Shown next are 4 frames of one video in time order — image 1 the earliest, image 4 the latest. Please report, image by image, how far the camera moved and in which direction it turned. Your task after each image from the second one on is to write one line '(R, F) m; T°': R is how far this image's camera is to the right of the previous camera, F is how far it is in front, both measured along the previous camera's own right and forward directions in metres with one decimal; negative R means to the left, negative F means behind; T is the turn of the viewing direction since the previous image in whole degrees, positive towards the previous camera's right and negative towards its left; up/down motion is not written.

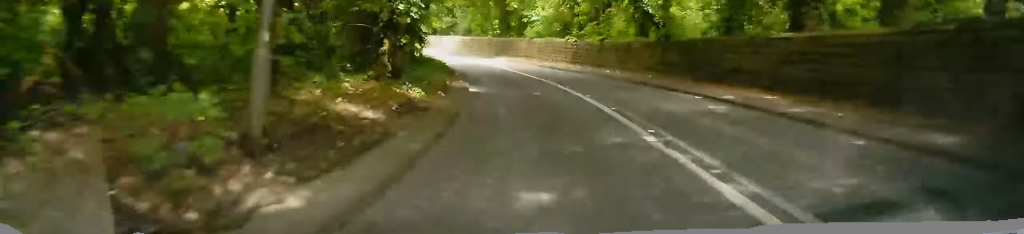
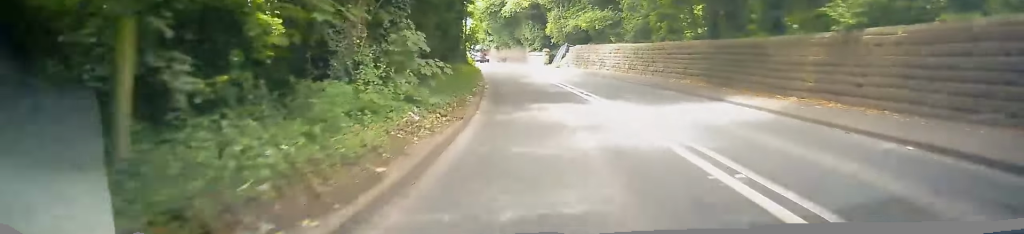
(-2.5, +31.9) m; -15°
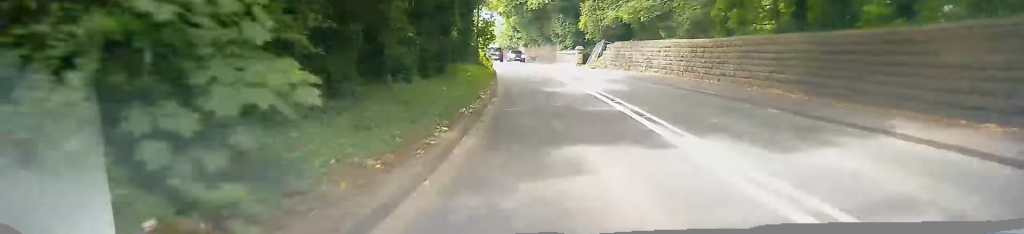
(-0.5, +6.8) m; -3°
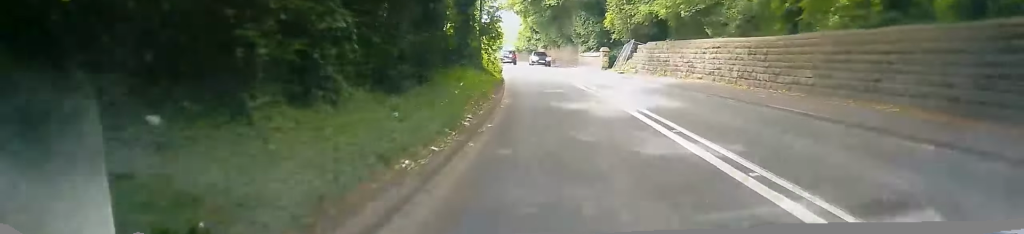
(-0.1, +5.1) m; -2°
